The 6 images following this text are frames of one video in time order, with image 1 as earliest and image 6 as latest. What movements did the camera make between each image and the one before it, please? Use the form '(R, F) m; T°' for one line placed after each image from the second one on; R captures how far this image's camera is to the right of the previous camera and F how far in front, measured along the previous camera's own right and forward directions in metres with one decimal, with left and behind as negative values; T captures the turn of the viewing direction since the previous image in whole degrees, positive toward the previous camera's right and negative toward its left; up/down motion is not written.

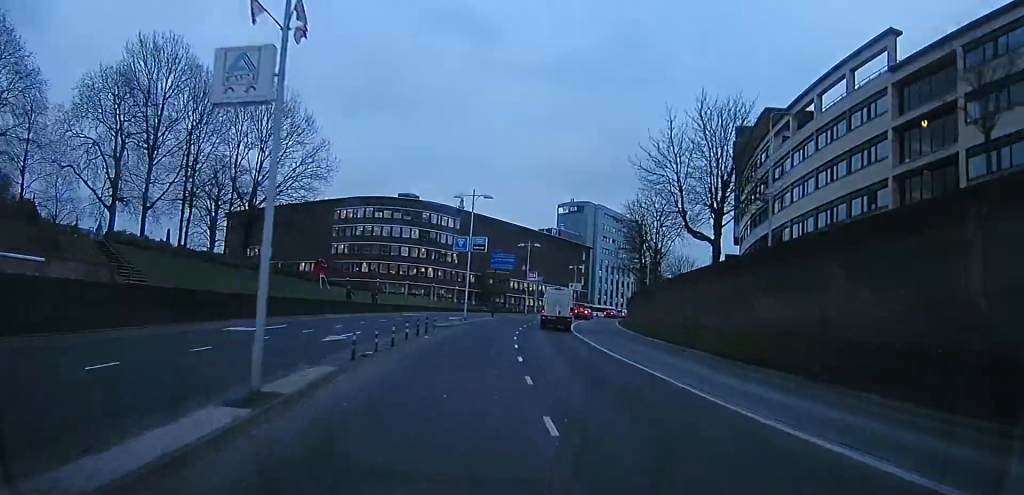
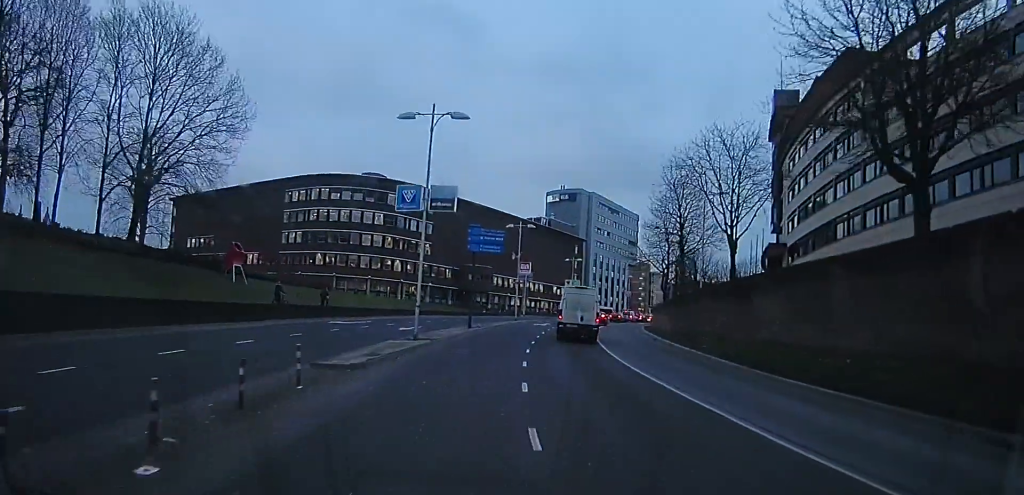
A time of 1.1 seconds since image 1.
(+1.3, +17.3) m; +4°
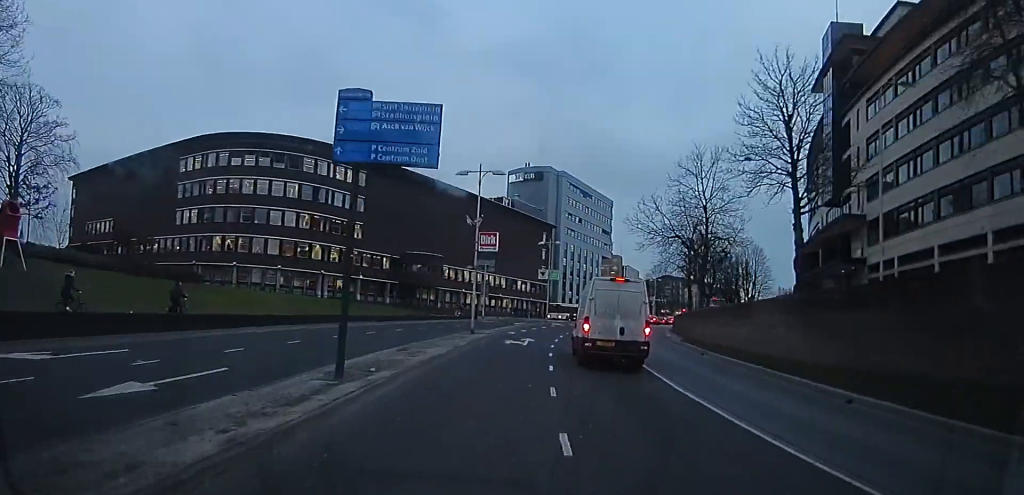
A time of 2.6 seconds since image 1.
(-0.5, +21.4) m; 0°
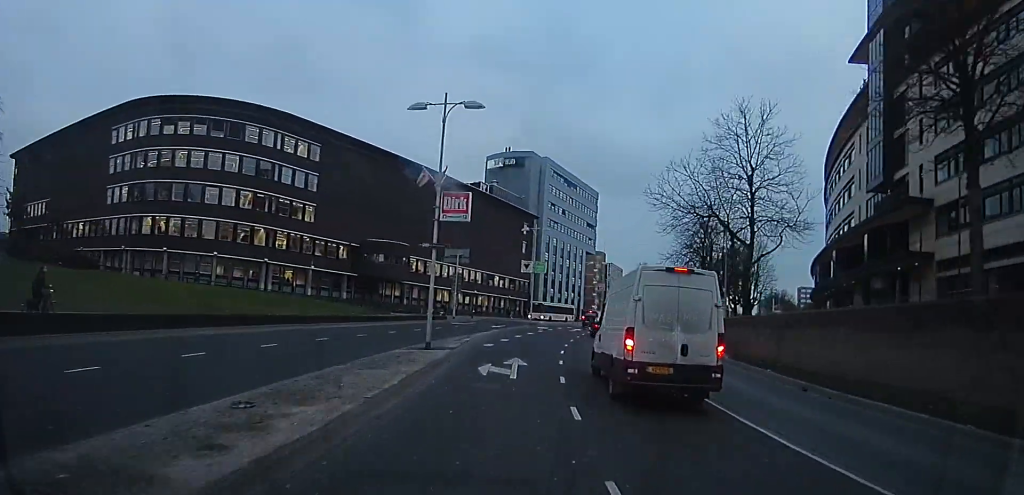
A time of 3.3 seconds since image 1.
(+0.1, +10.3) m; +3°
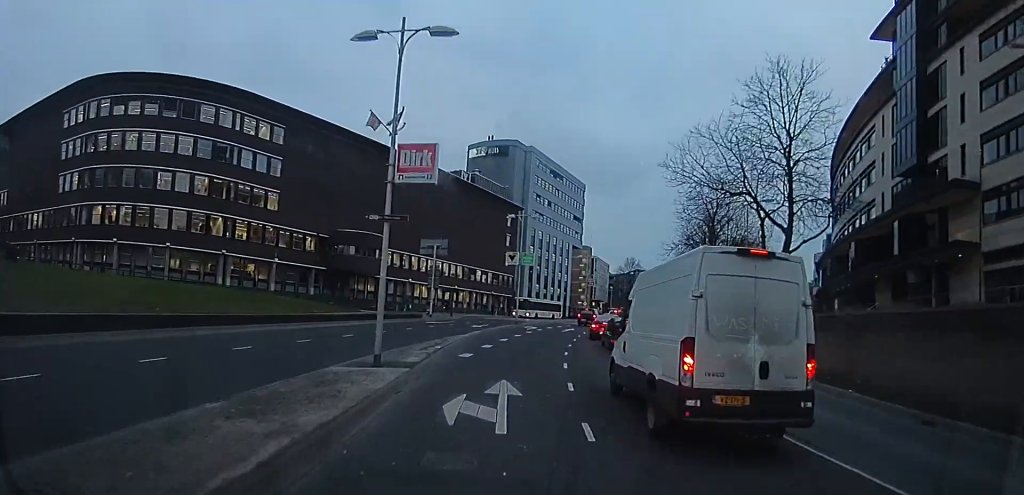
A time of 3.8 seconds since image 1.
(+0.3, +5.7) m; +3°
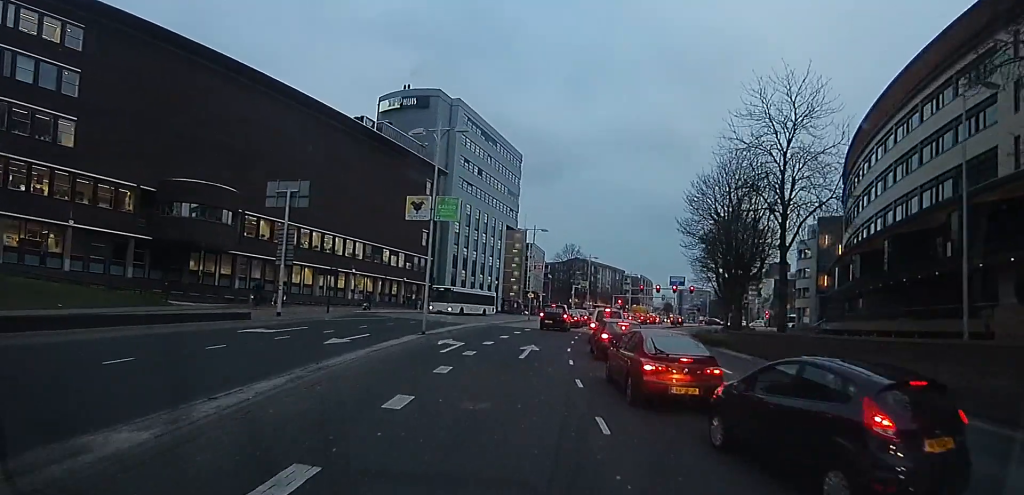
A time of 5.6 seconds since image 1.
(+2.0, +21.0) m; +11°
